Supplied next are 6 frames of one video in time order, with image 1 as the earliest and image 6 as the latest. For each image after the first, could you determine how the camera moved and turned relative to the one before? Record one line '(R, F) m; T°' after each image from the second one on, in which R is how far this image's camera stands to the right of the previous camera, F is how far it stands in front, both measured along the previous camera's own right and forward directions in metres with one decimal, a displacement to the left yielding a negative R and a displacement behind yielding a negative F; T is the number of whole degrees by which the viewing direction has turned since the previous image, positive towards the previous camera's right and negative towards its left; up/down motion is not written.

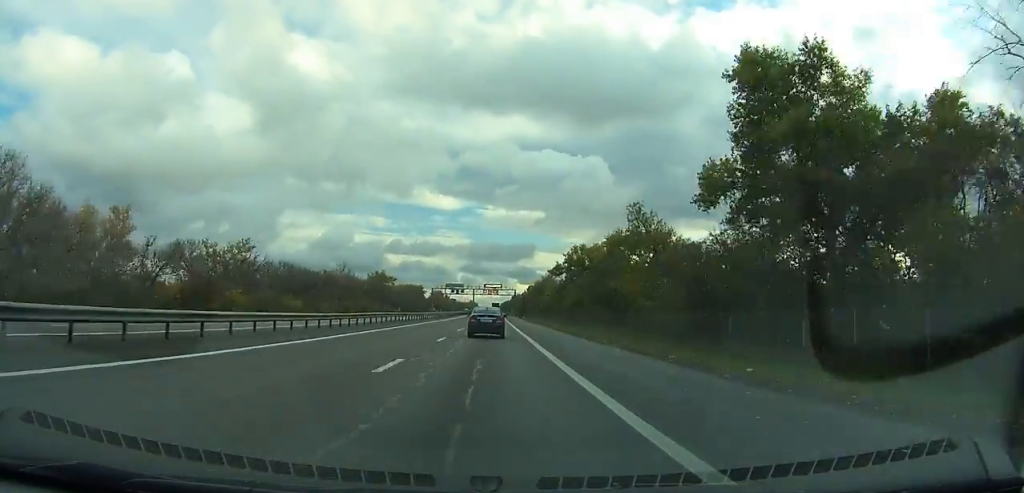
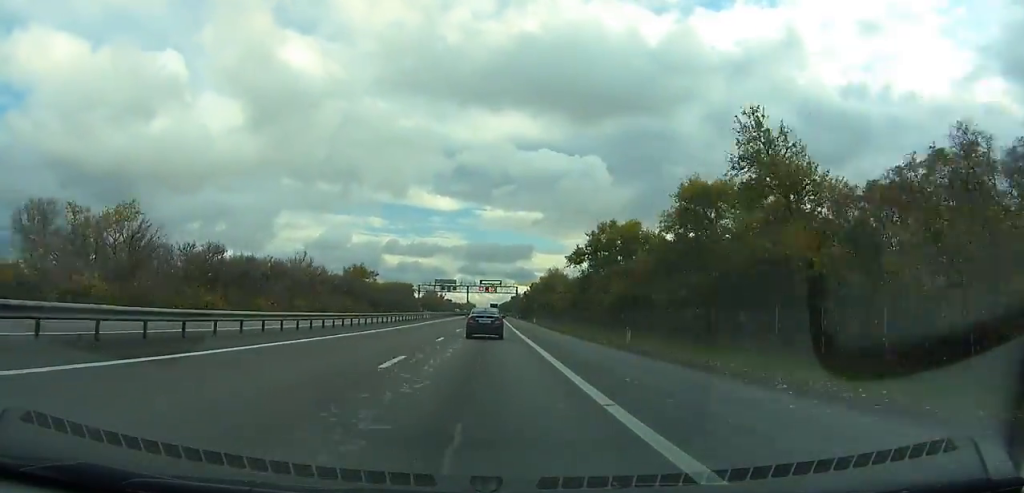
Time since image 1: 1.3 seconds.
(0.0, +35.9) m; 0°
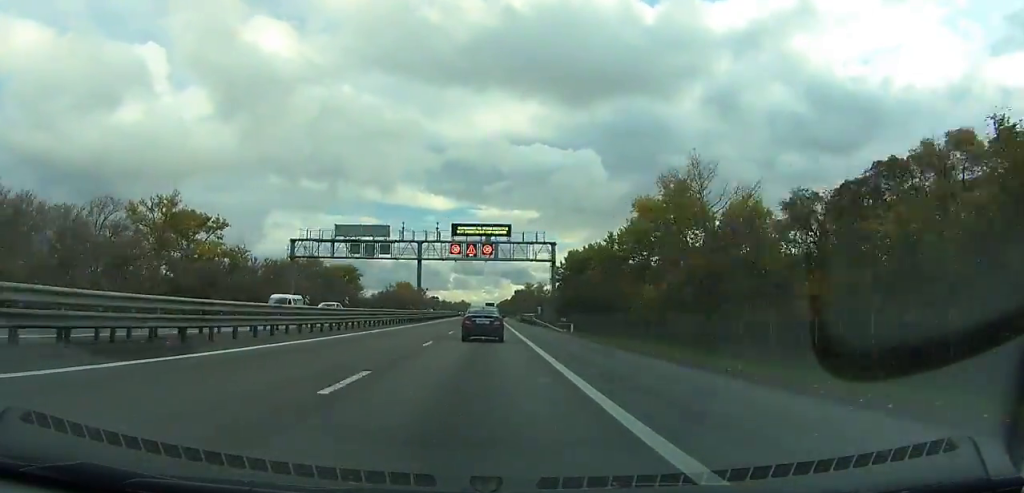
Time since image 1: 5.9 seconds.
(+0.3, +123.9) m; 0°
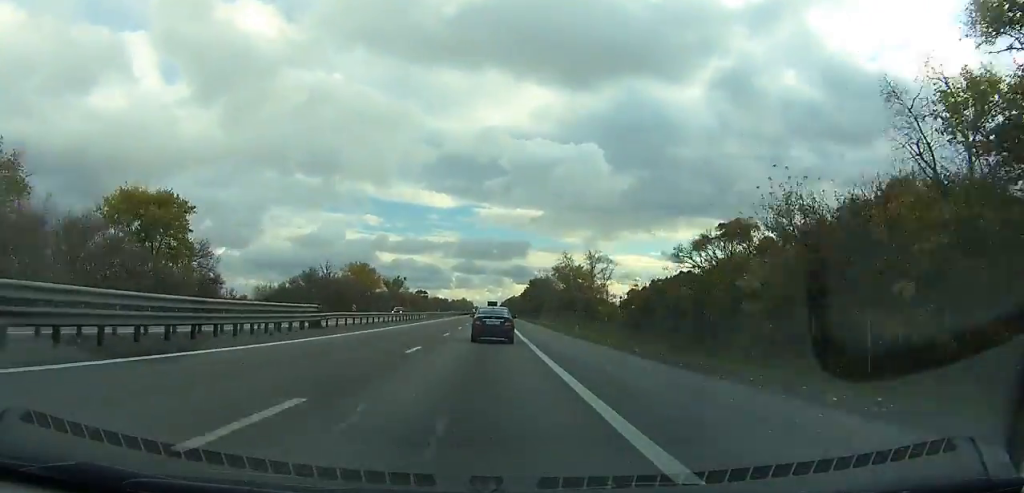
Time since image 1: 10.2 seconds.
(-0.1, +112.6) m; 0°
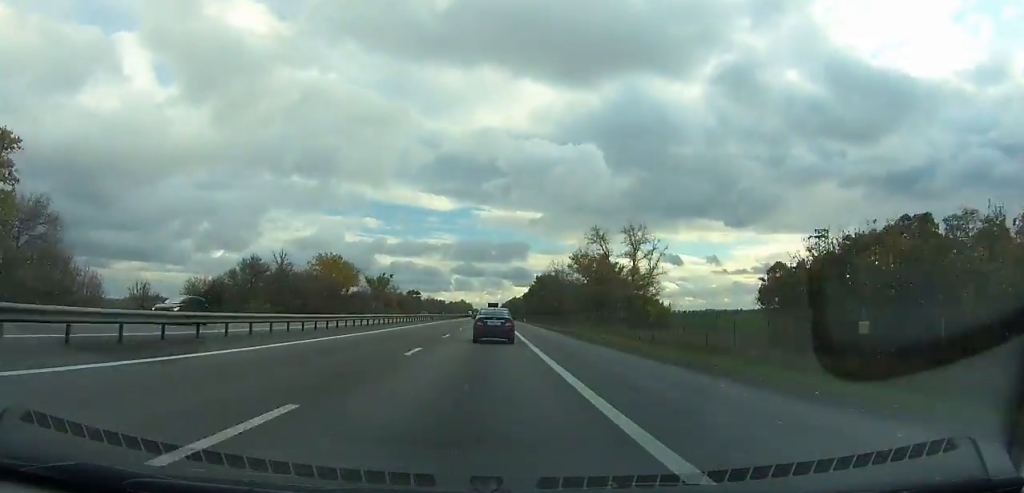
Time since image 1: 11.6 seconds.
(0.0, +36.3) m; 0°
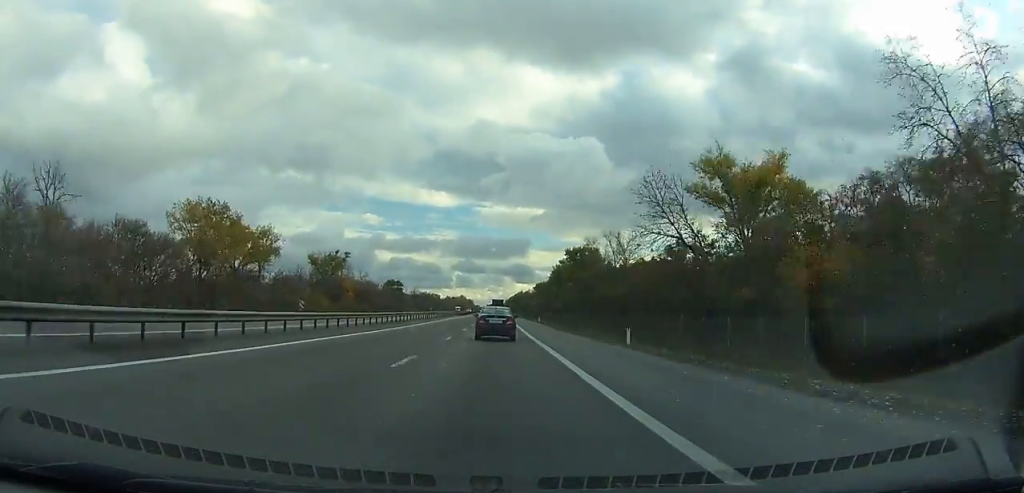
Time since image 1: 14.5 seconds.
(-0.1, +75.1) m; 0°
